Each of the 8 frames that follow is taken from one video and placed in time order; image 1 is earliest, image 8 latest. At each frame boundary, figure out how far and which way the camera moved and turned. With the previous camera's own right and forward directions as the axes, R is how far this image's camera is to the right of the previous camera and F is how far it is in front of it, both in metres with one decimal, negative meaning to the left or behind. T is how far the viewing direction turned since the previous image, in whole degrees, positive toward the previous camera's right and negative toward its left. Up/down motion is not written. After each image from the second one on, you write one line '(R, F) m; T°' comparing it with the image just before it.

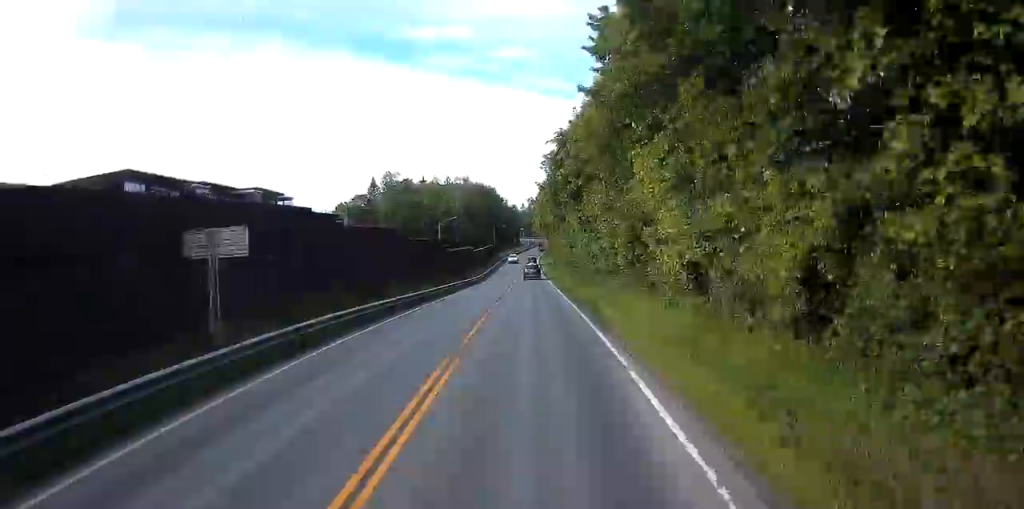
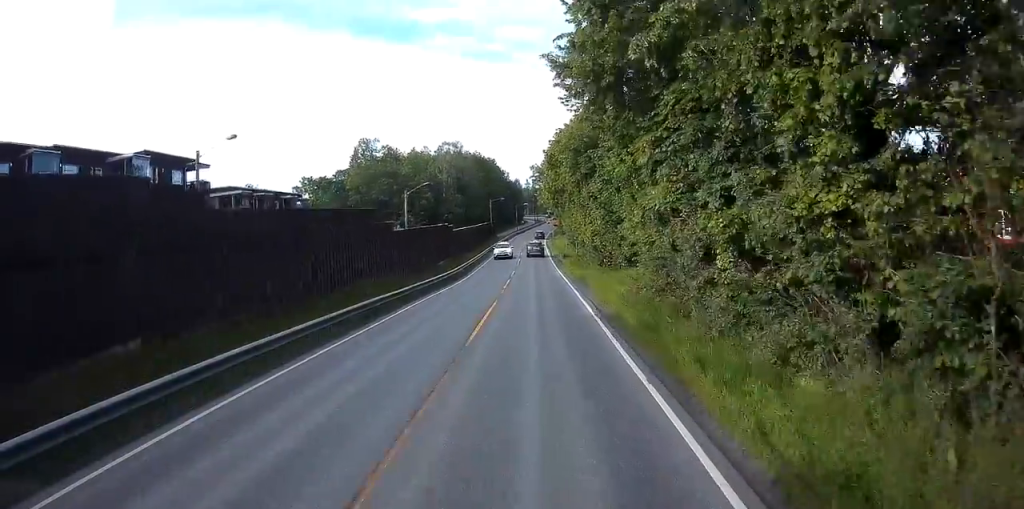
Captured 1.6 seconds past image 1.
(-0.2, +23.4) m; -1°
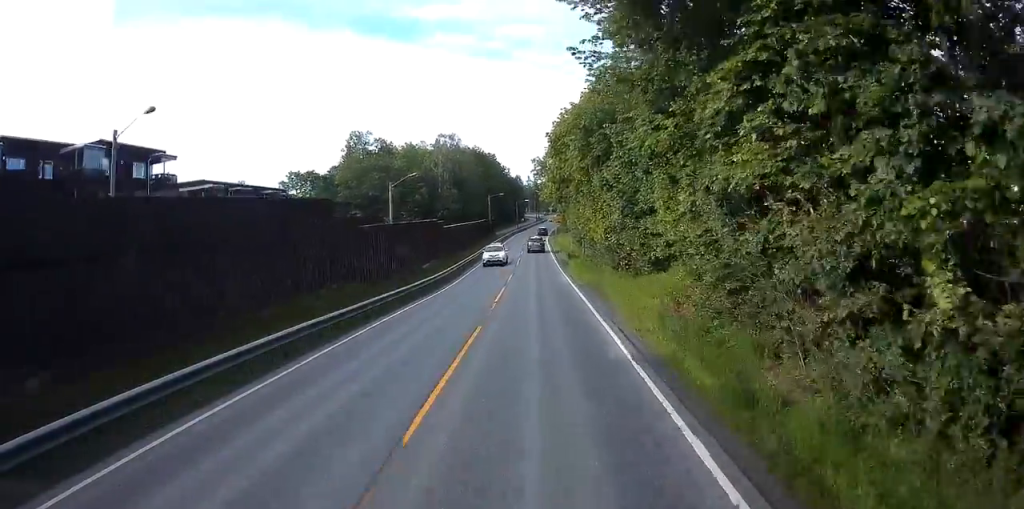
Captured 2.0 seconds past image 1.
(0.0, +6.5) m; 0°
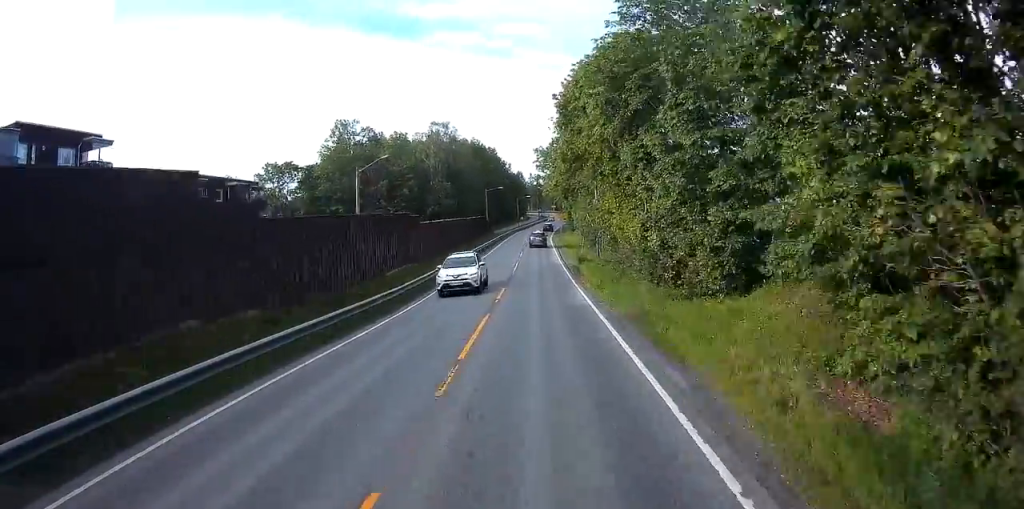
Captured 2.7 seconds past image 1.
(0.0, +10.2) m; 0°
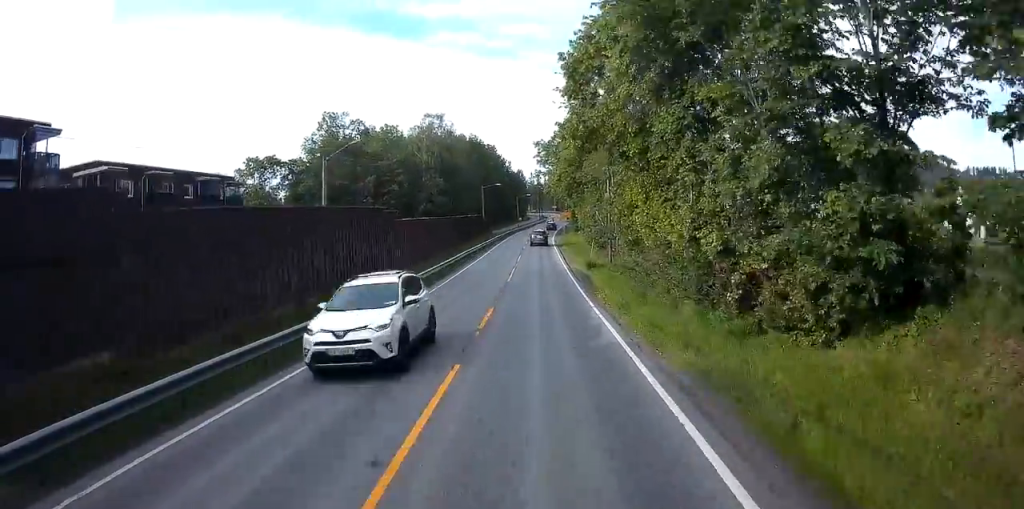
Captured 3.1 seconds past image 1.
(0.0, +6.8) m; 0°
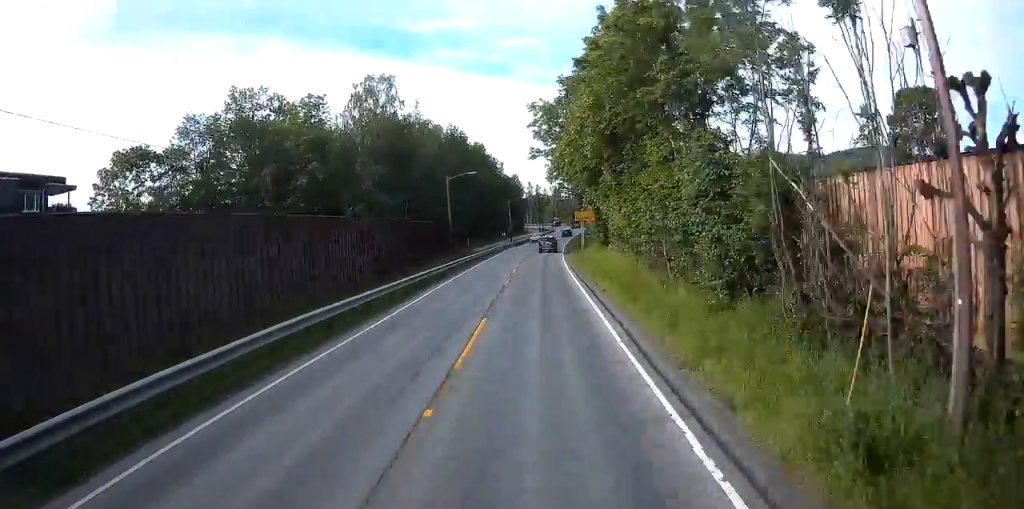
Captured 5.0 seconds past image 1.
(-0.1, +30.6) m; -1°
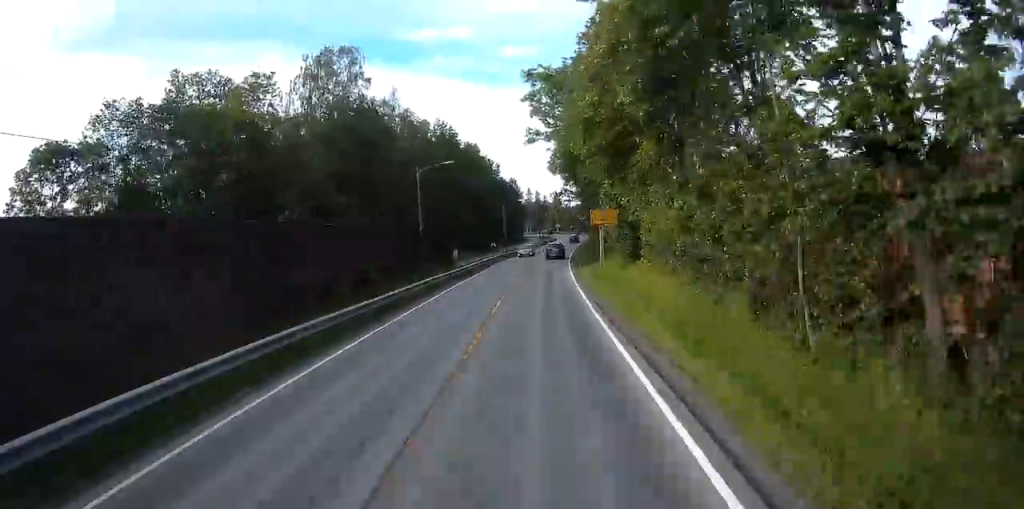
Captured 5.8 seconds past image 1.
(0.0, +12.6) m; 0°
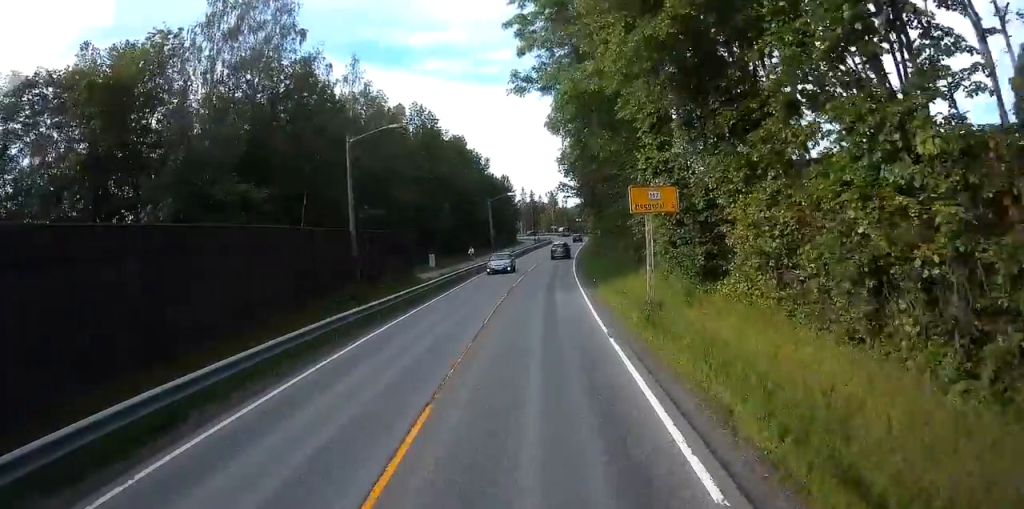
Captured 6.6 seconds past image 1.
(+0.1, +13.9) m; +1°
